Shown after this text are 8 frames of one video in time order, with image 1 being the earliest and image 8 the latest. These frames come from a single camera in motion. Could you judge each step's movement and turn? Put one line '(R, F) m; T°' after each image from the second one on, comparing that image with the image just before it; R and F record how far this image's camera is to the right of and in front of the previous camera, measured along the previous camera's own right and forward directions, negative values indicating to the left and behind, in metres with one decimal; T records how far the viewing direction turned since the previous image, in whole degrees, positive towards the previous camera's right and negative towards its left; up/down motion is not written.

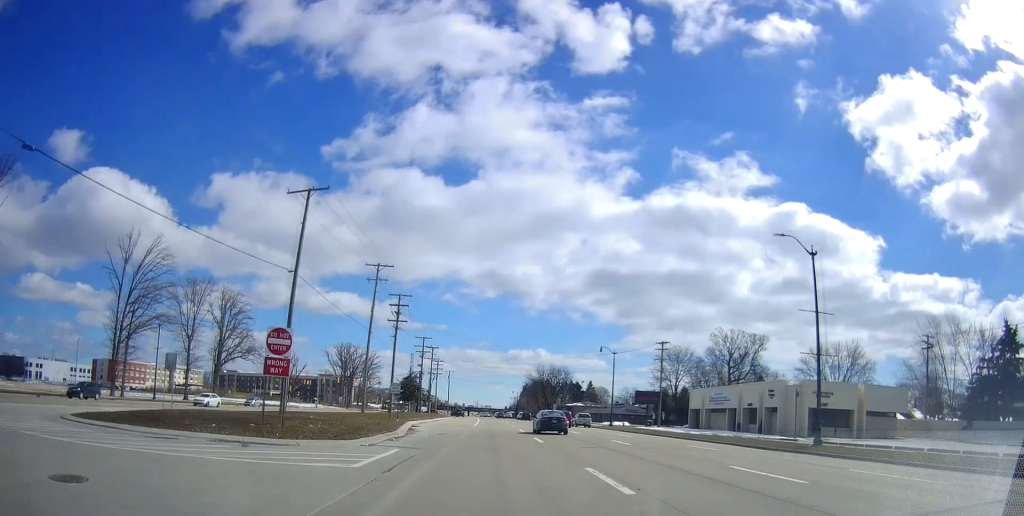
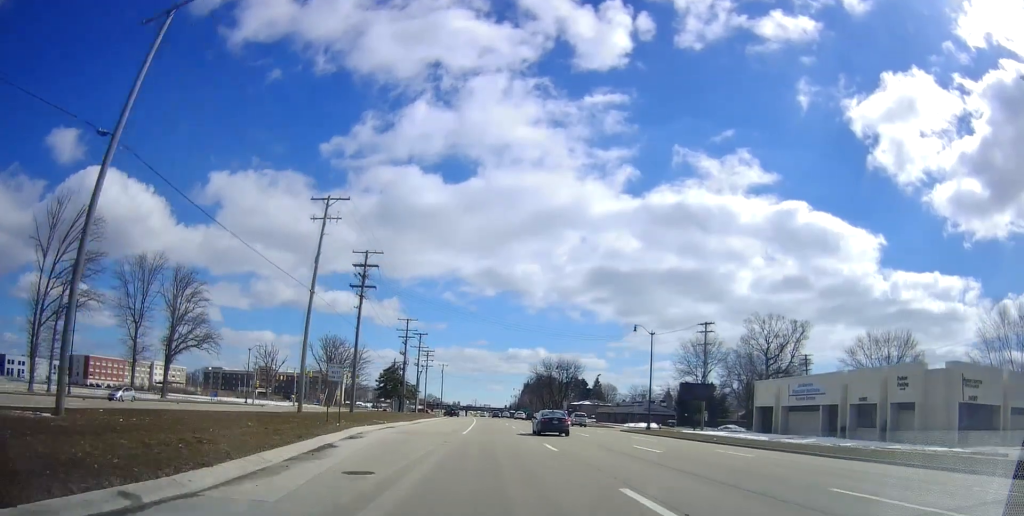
(+0.1, +19.4) m; +1°
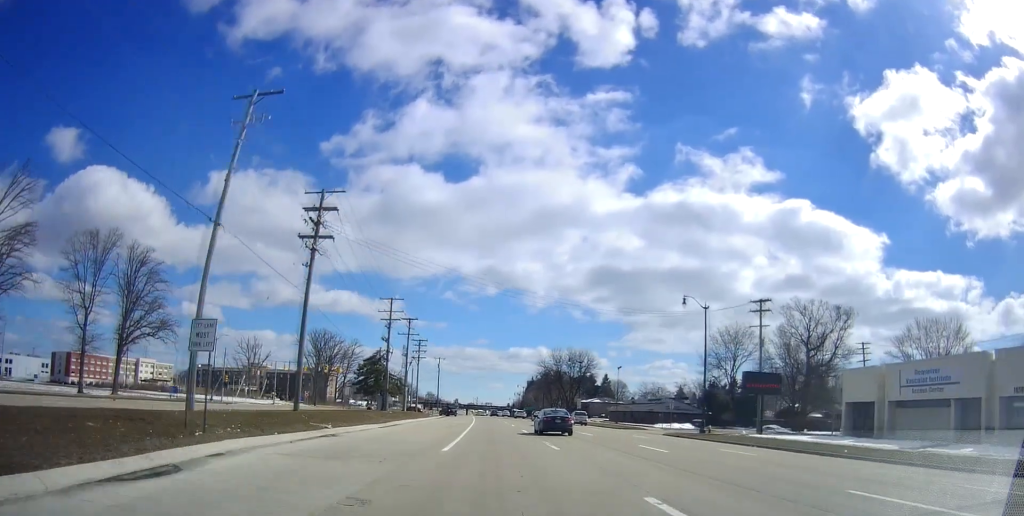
(+0.1, +15.3) m; 0°
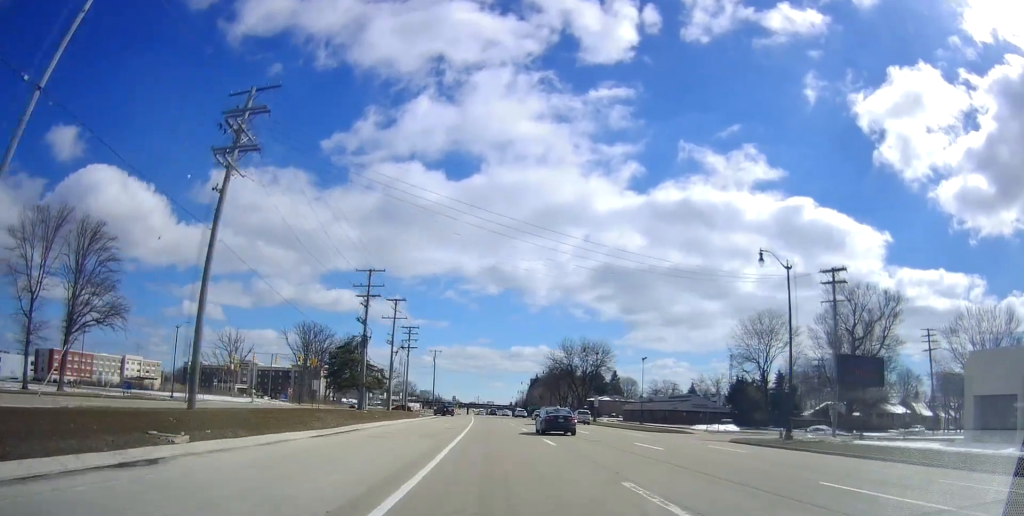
(+0.1, +13.9) m; -1°
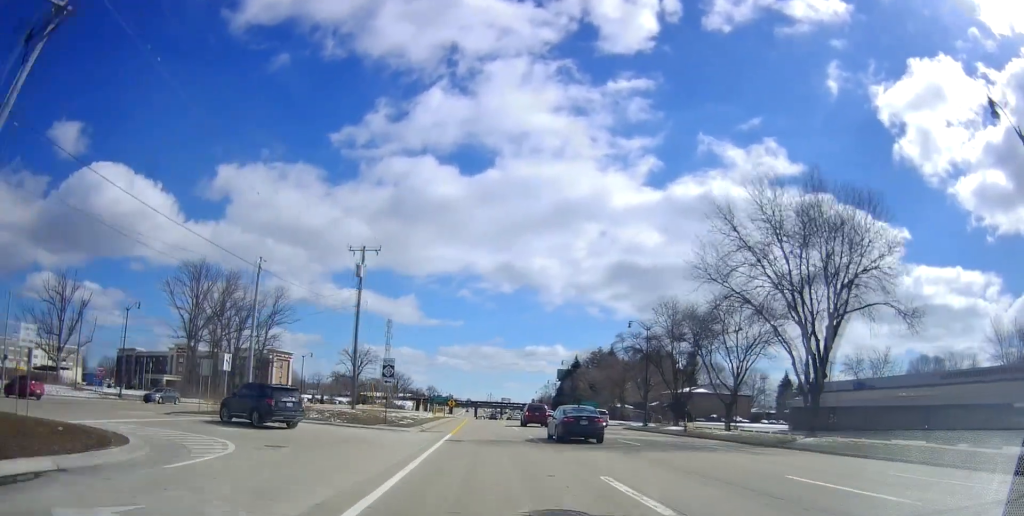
(-1.4, +75.2) m; -1°
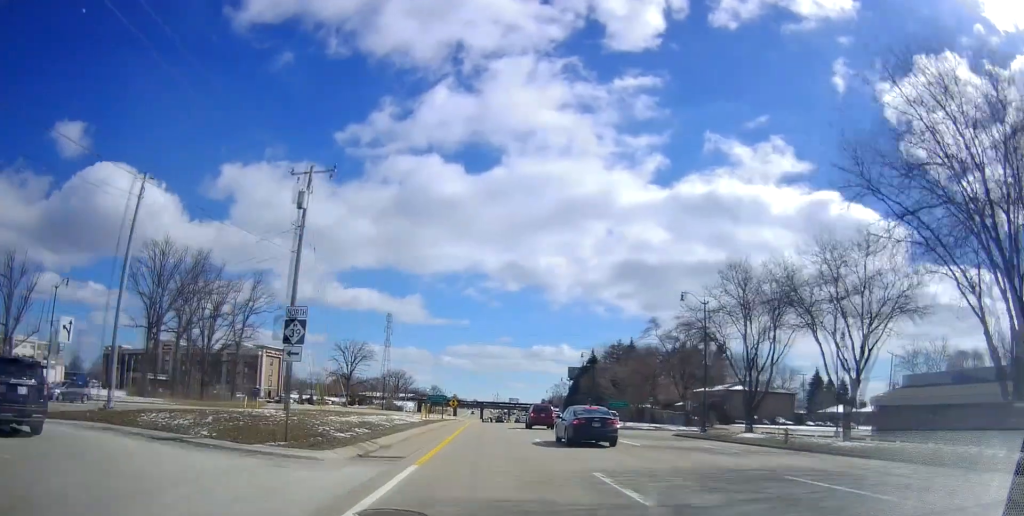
(-0.1, +15.3) m; -1°
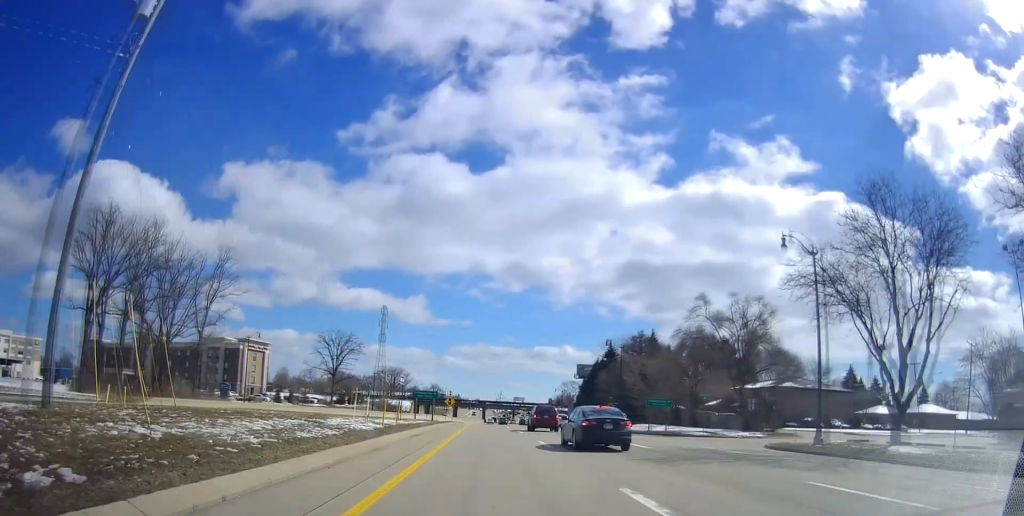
(-0.4, +16.7) m; -1°
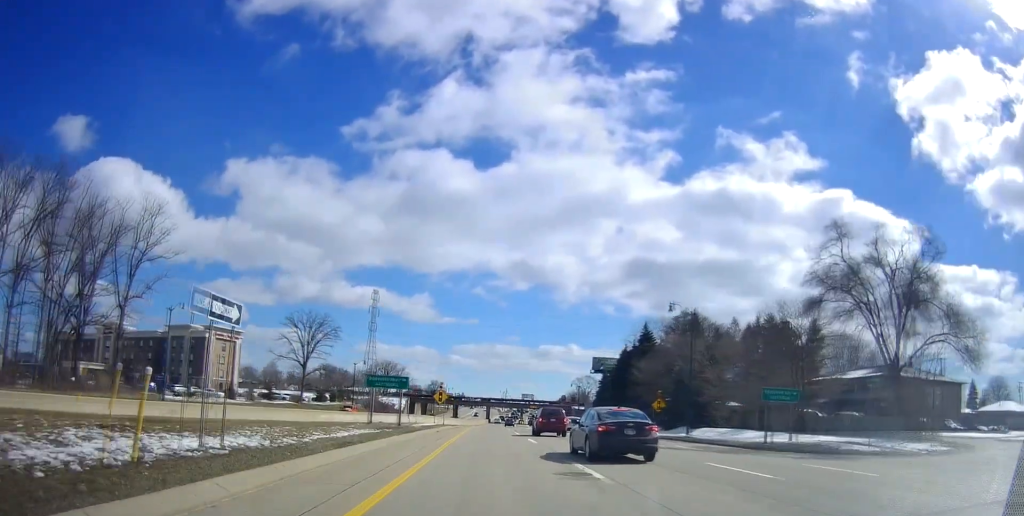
(+0.2, +23.9) m; -1°
